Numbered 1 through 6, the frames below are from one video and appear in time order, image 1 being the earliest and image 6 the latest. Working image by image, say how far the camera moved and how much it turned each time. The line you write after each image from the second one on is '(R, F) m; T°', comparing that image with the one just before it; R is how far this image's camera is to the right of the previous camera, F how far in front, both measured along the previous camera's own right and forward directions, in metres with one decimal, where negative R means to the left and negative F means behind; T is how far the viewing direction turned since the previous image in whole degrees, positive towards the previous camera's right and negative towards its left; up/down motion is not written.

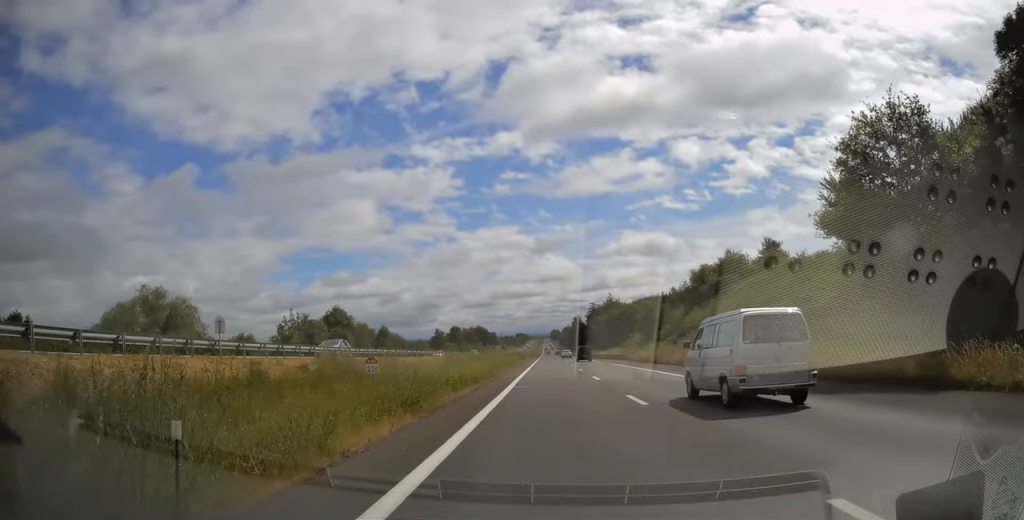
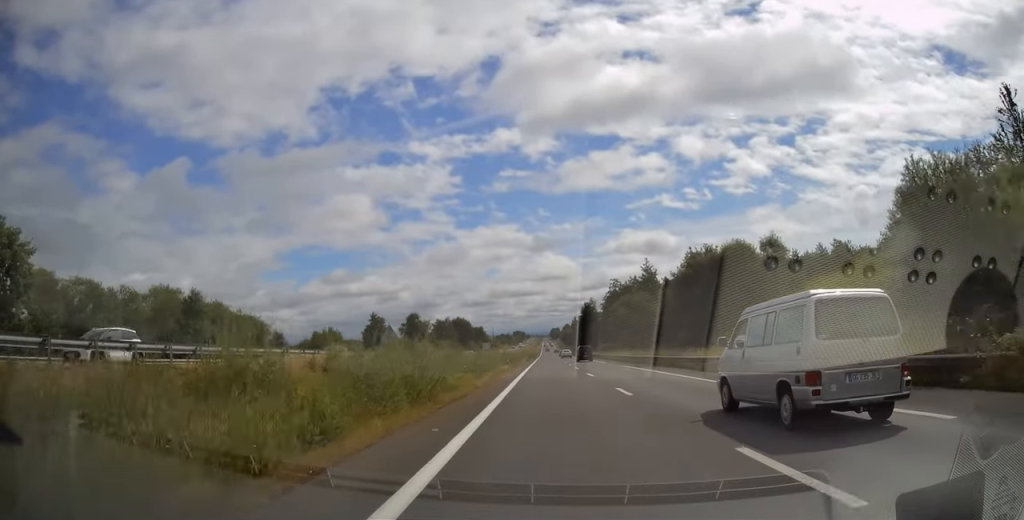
(0.0, +59.2) m; 0°
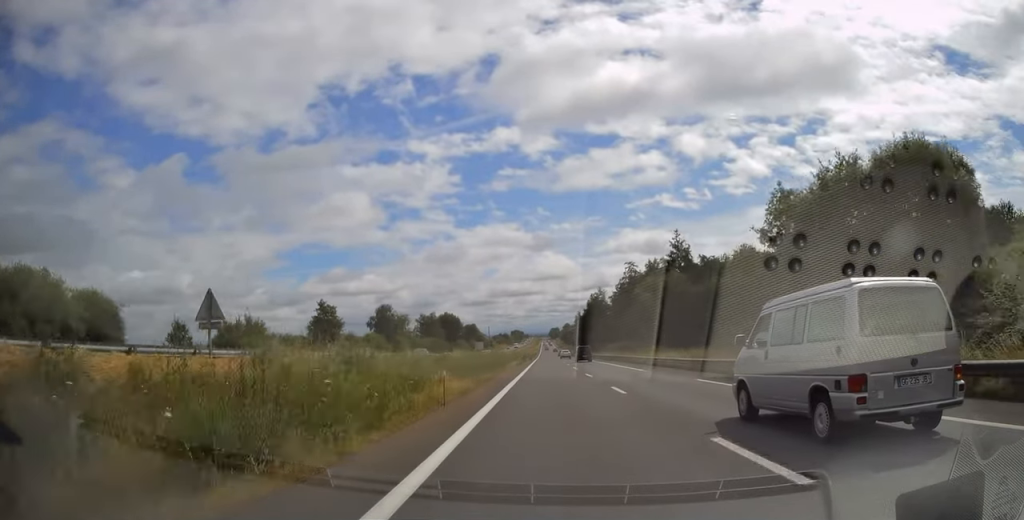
(0.0, +23.9) m; 0°
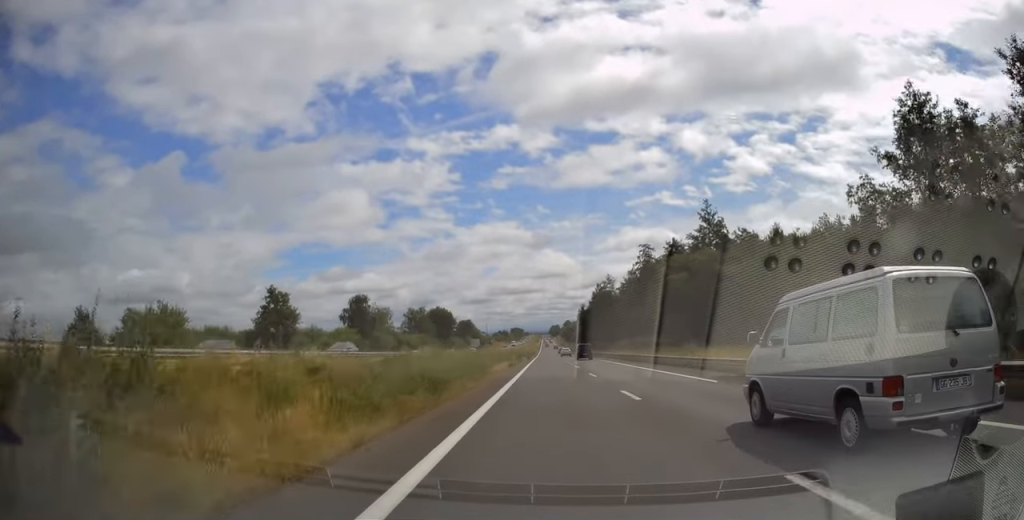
(0.0, +15.1) m; 0°
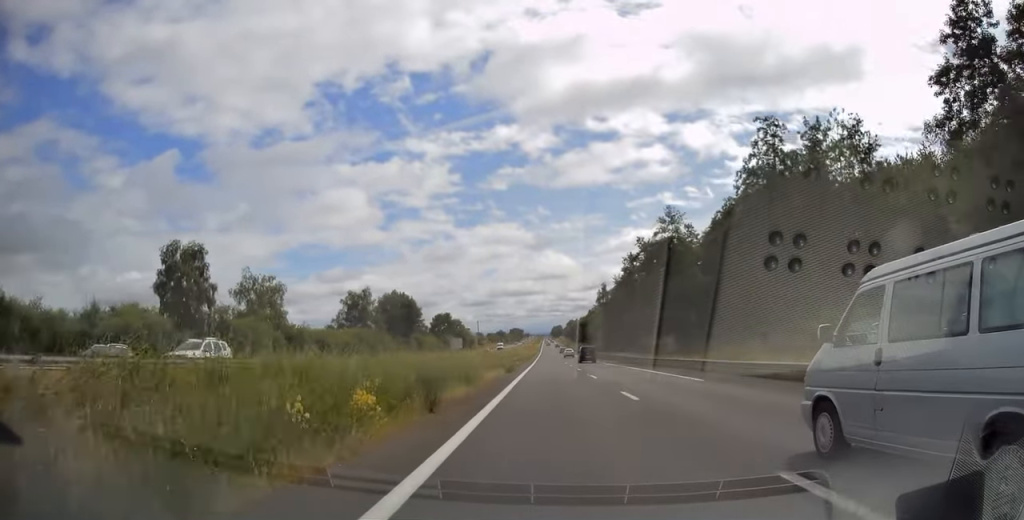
(0.0, +49.3) m; 0°
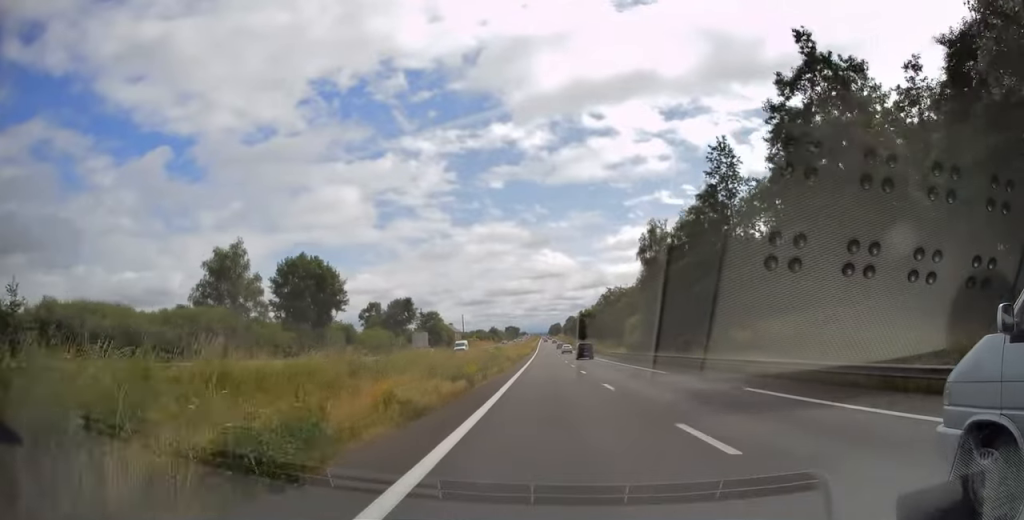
(0.0, +45.2) m; 0°
